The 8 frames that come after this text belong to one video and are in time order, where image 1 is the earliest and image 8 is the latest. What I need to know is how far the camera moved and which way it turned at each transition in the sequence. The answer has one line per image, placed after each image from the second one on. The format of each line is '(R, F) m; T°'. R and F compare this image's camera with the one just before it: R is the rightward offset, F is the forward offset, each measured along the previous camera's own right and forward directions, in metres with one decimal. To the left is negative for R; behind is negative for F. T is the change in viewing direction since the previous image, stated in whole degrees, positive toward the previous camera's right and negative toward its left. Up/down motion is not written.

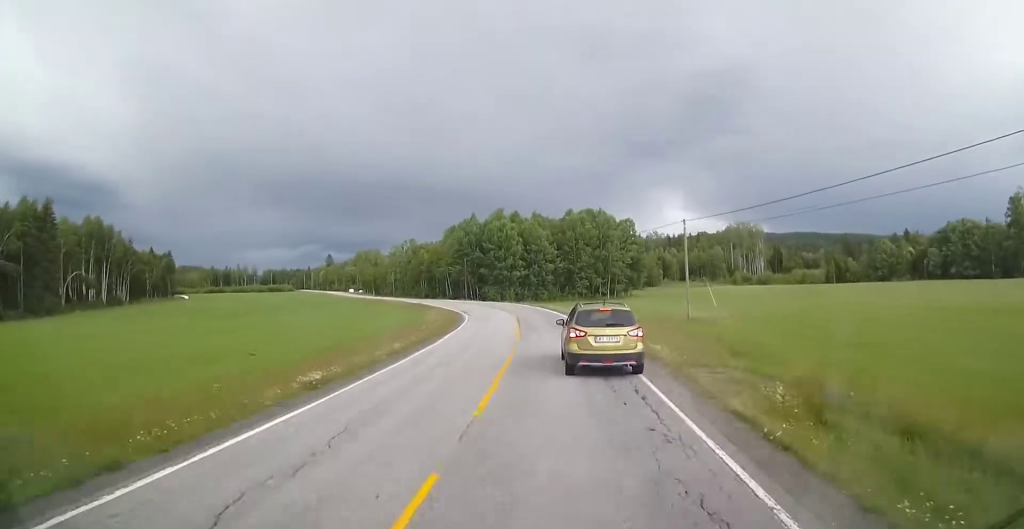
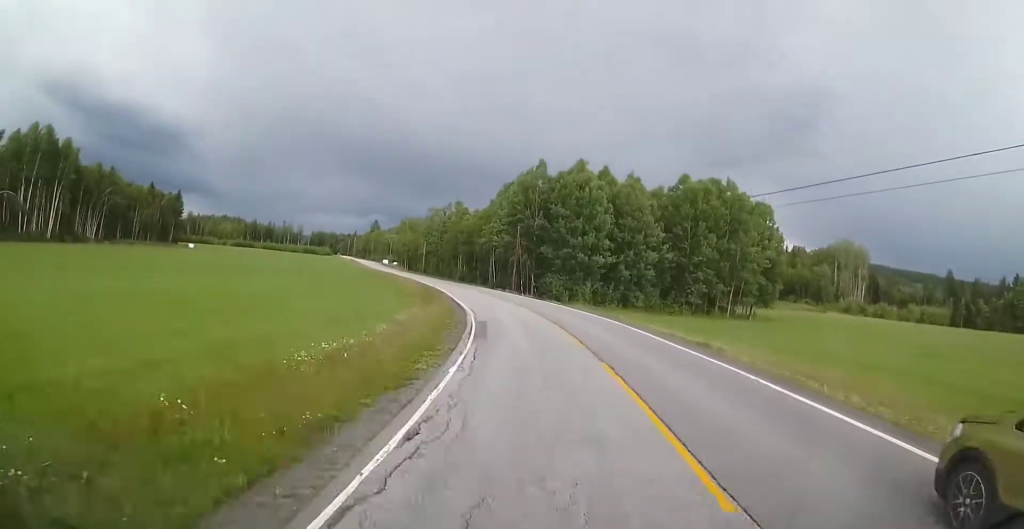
(-1.4, +37.5) m; -5°
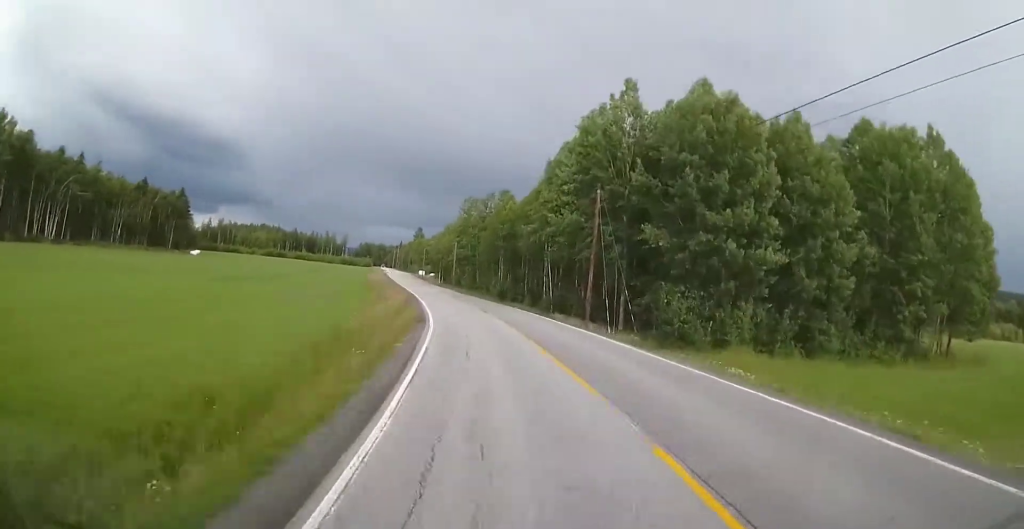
(-1.8, +31.0) m; -6°
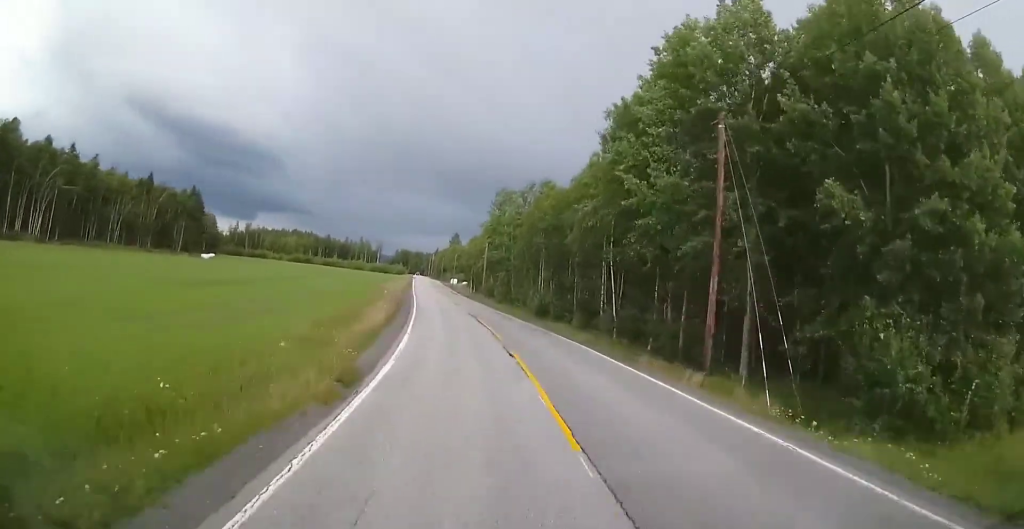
(-0.1, +14.6) m; -3°
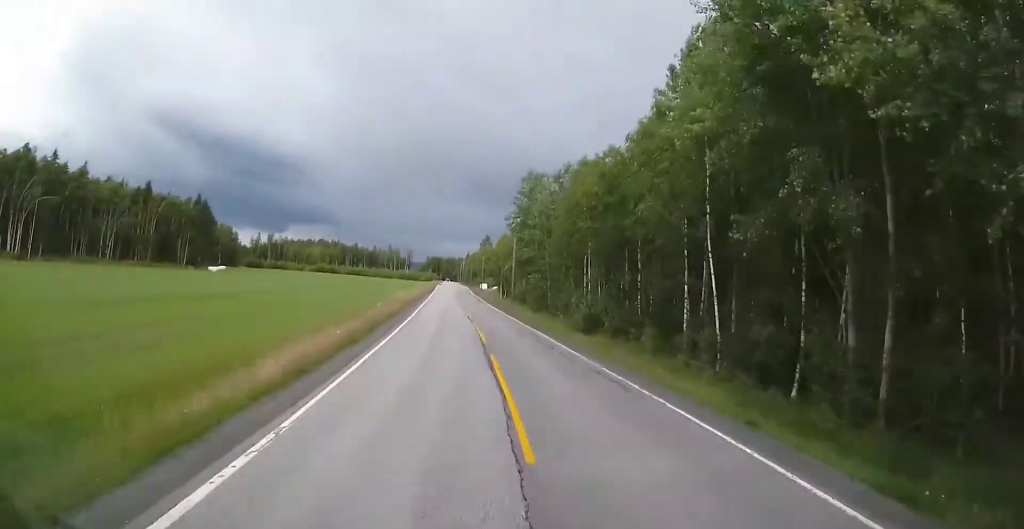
(-0.5, +12.5) m; -2°
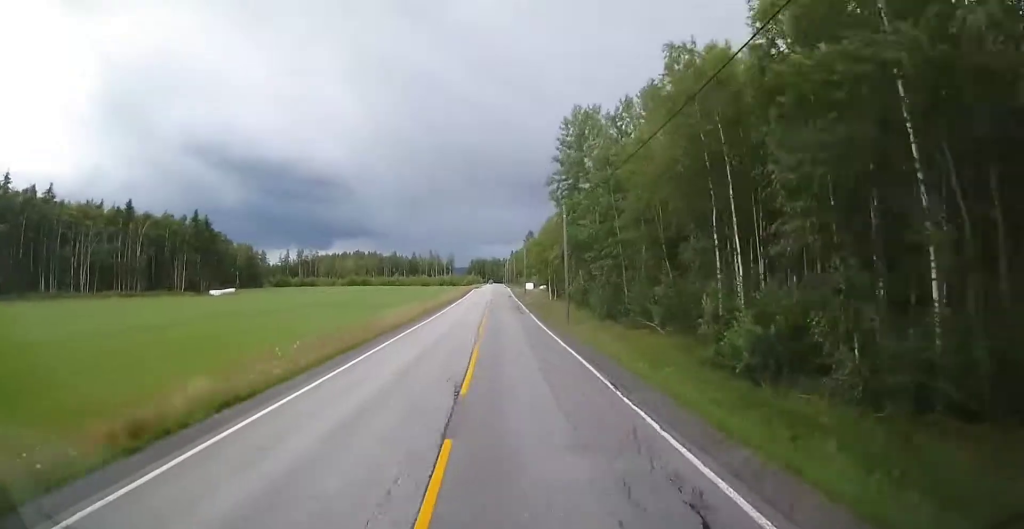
(-0.6, +20.1) m; -3°
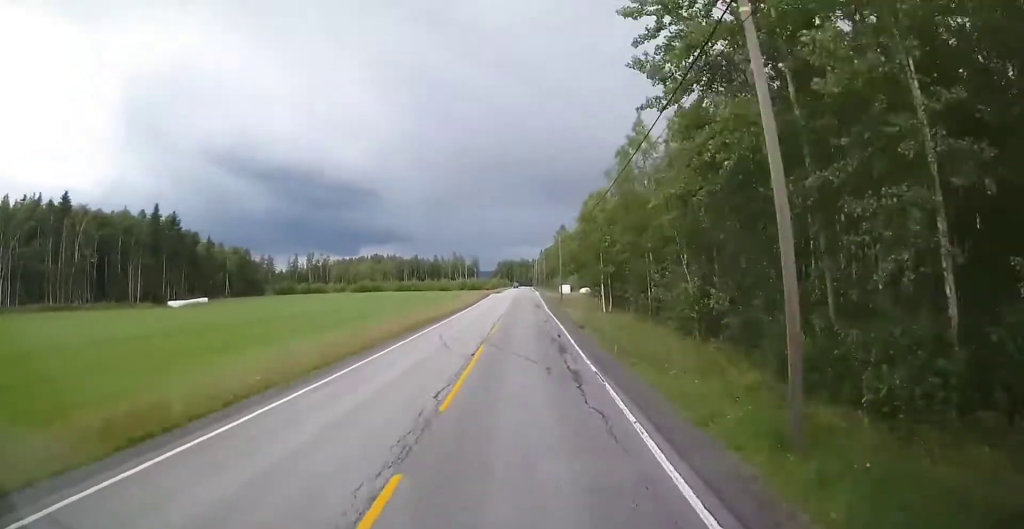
(-0.7, +25.7) m; -3°
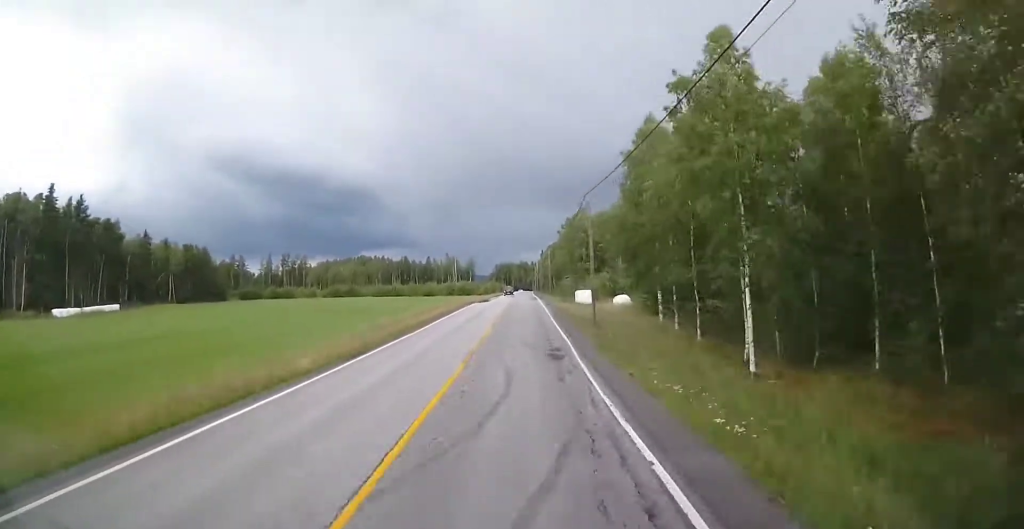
(-0.6, +28.8) m; -1°
